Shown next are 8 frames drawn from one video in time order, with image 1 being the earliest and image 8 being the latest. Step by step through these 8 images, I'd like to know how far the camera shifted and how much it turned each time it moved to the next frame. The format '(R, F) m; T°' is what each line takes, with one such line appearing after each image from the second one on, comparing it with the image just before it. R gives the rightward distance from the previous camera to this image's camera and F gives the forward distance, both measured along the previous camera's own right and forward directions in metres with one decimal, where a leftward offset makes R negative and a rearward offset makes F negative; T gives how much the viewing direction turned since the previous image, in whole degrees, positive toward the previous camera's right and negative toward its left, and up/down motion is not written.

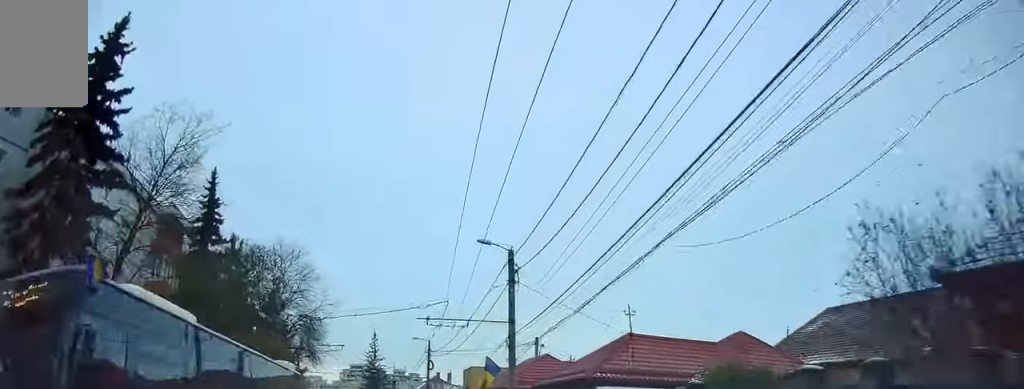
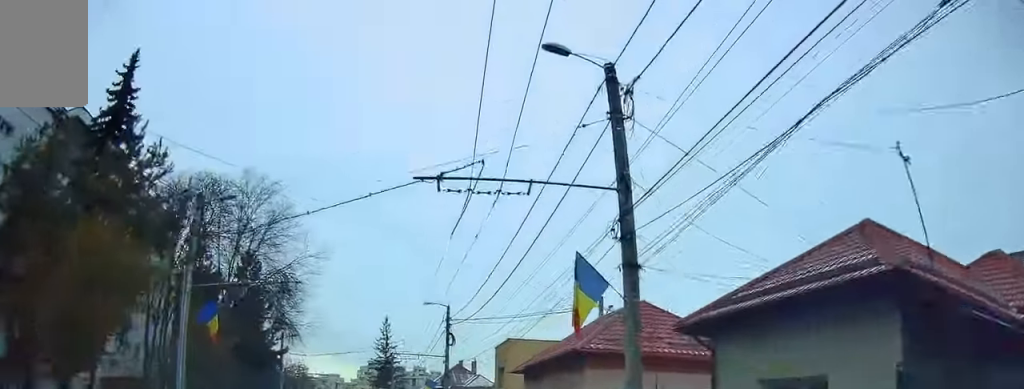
(-0.2, +14.4) m; -1°
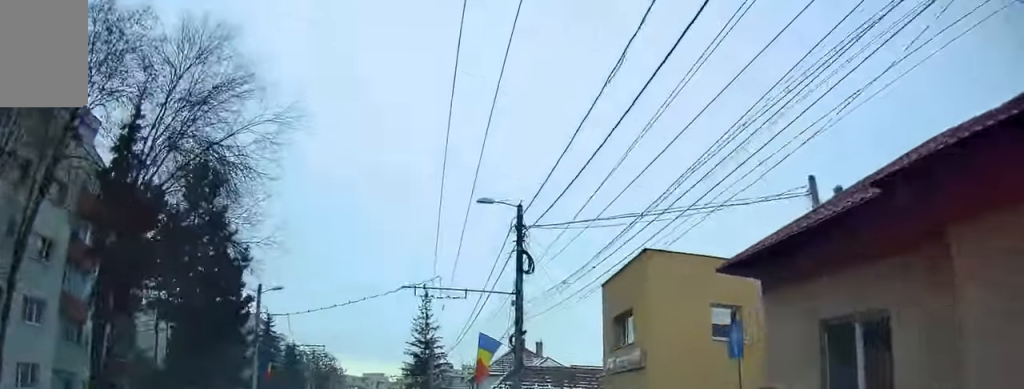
(-0.1, +18.3) m; -3°
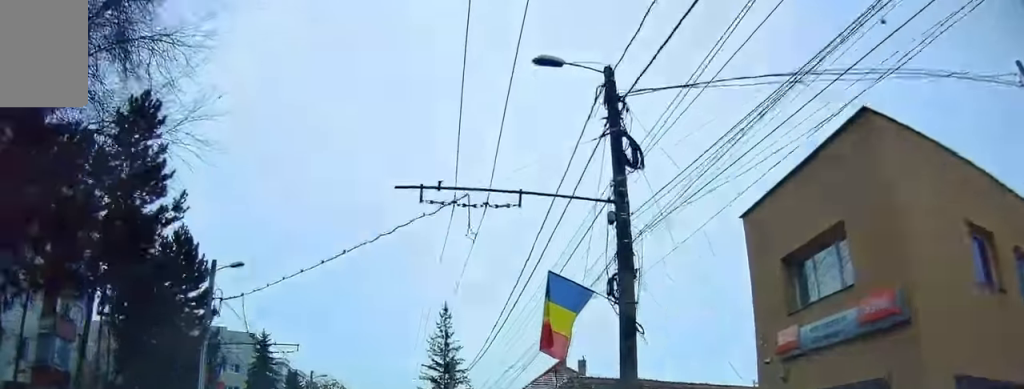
(-0.2, +10.8) m; -4°
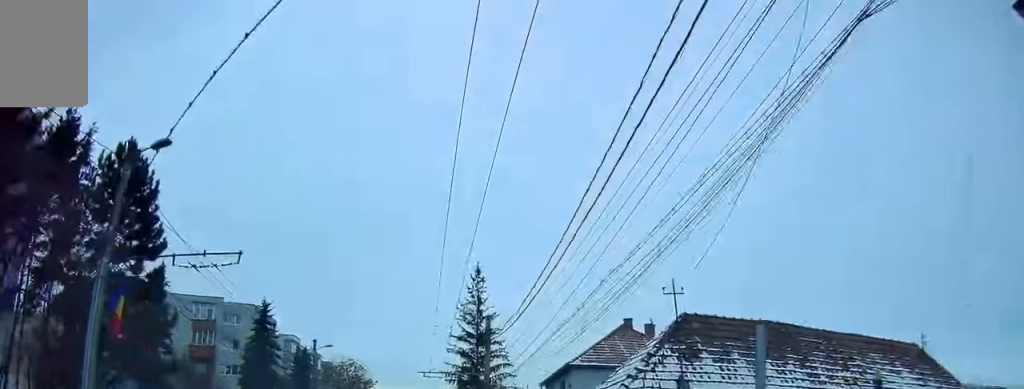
(-0.7, +11.7) m; -3°
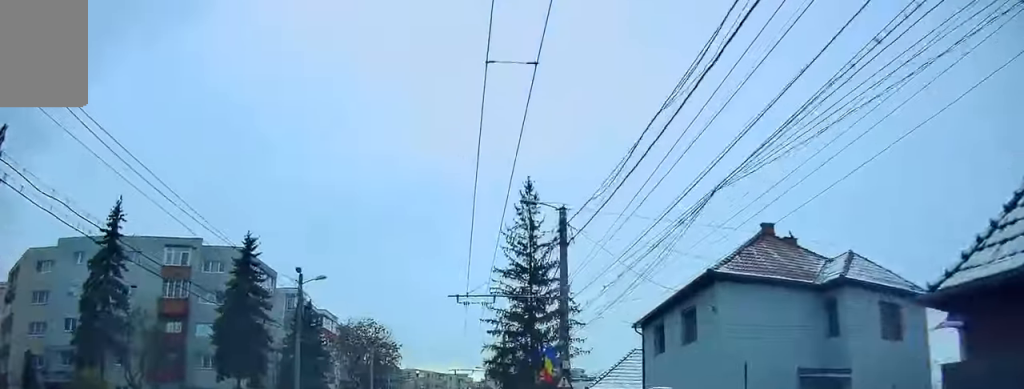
(0.0, +15.2) m; -3°
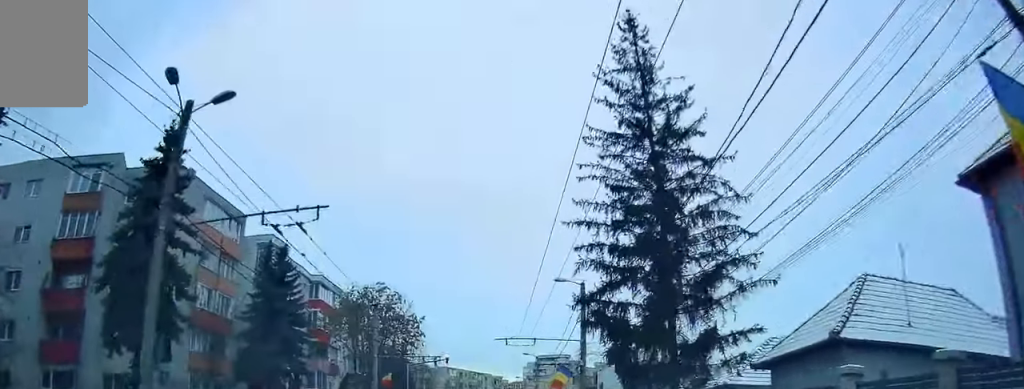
(-1.4, +19.1) m; -4°
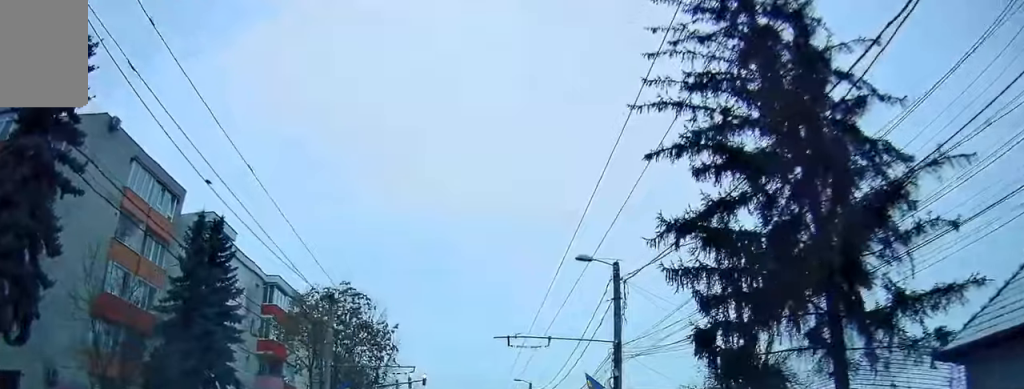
(+0.2, +10.1) m; +4°
